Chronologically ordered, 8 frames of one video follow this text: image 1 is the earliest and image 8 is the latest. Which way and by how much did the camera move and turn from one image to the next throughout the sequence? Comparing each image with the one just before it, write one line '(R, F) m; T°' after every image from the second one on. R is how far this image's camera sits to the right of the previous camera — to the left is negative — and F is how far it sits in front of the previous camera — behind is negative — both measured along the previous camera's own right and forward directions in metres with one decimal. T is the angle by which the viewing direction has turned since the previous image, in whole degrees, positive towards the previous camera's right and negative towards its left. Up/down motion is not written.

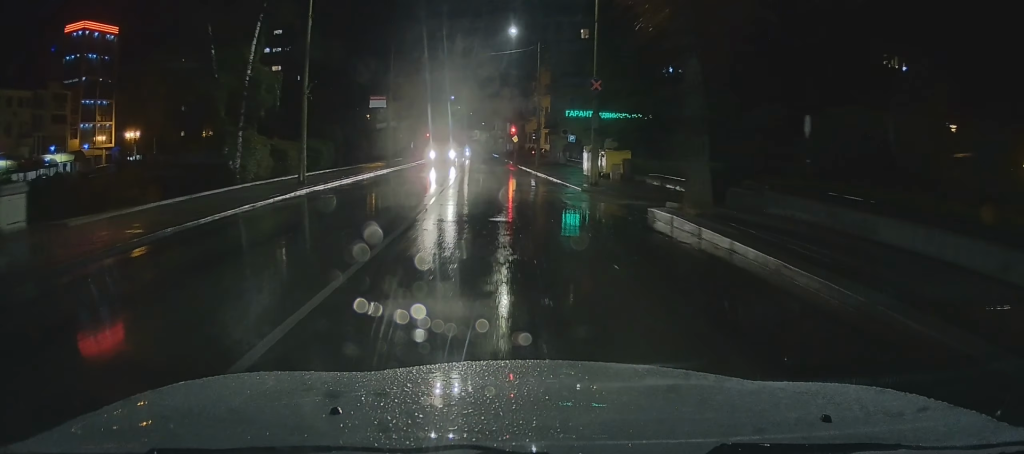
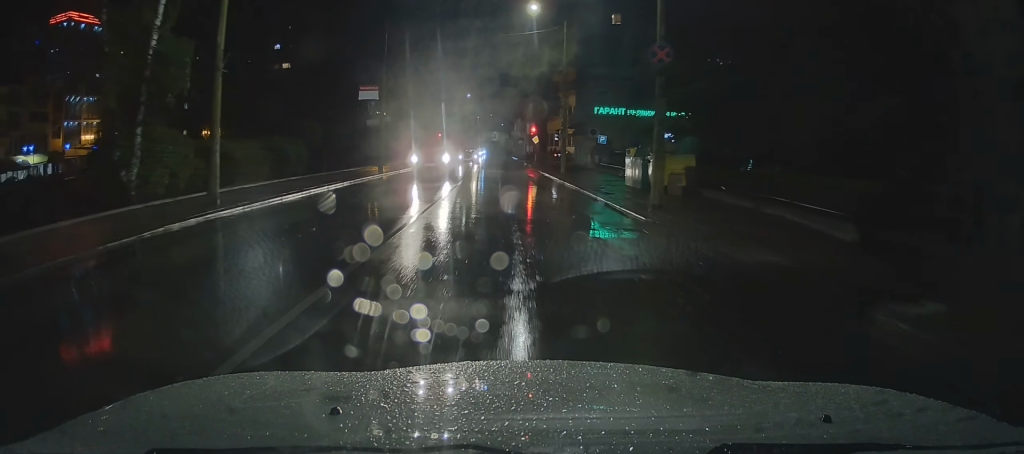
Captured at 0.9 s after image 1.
(+0.7, +8.4) m; -1°
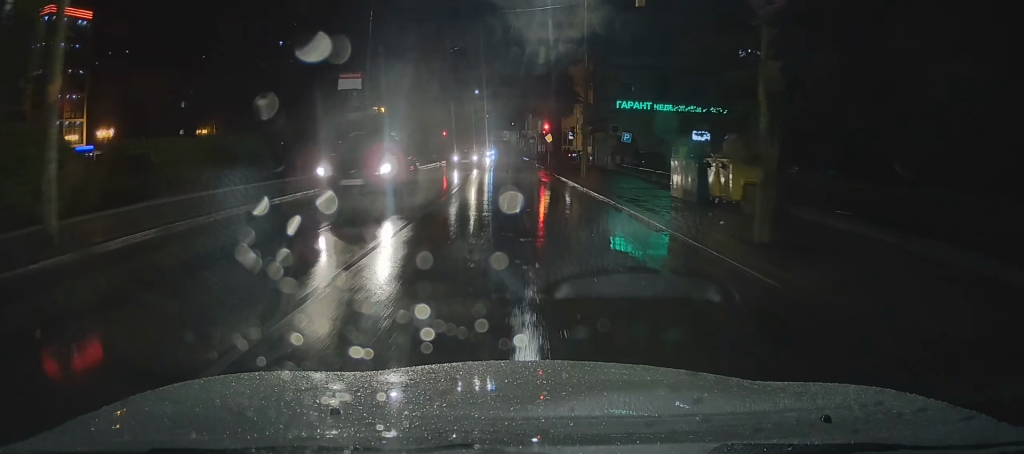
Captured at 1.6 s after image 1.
(-0.5, +6.5) m; -1°
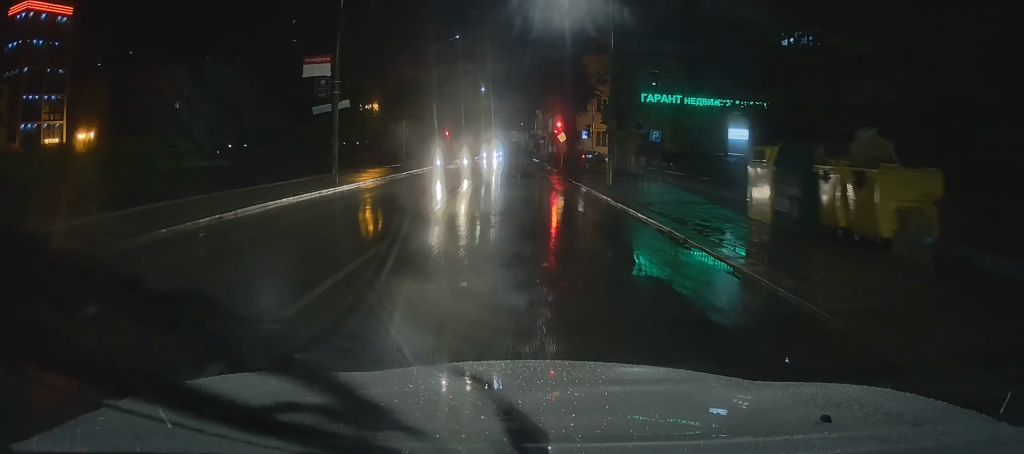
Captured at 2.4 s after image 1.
(0.0, +6.5) m; 0°
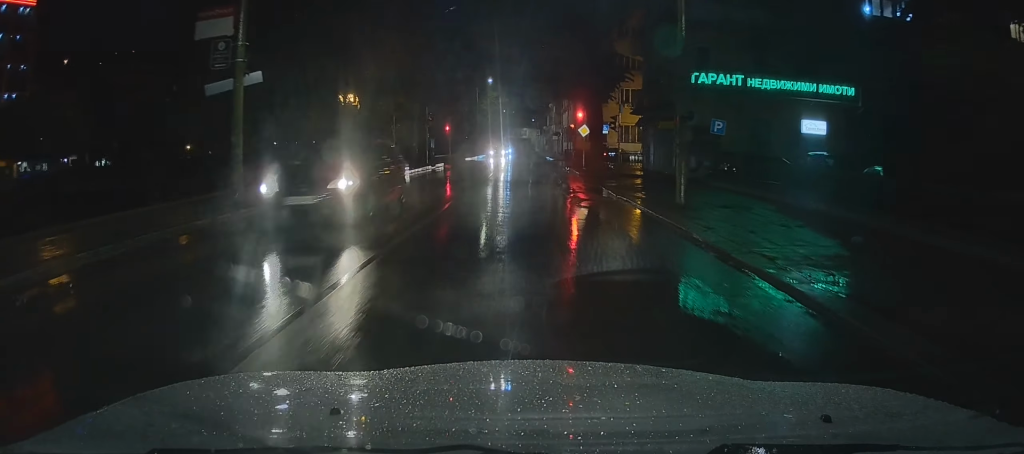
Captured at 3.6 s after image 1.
(+0.2, +9.9) m; -4°
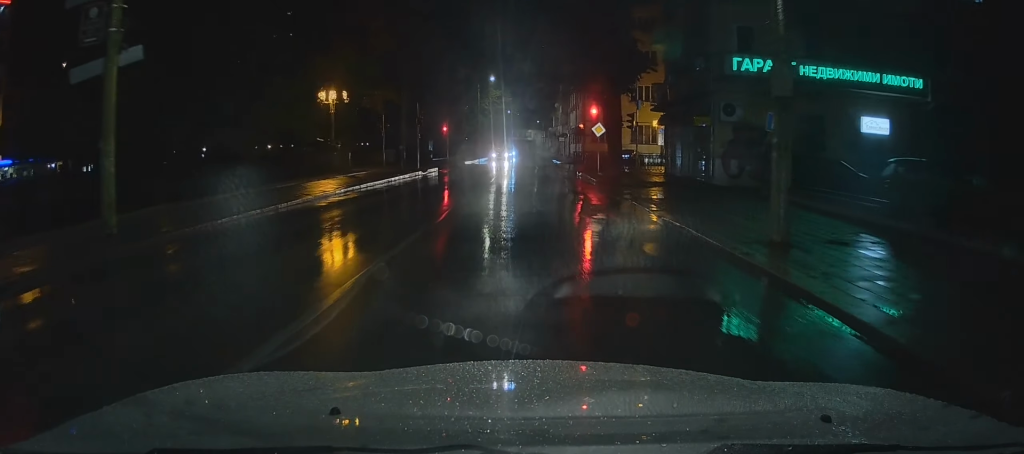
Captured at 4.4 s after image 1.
(-0.3, +5.6) m; -10°
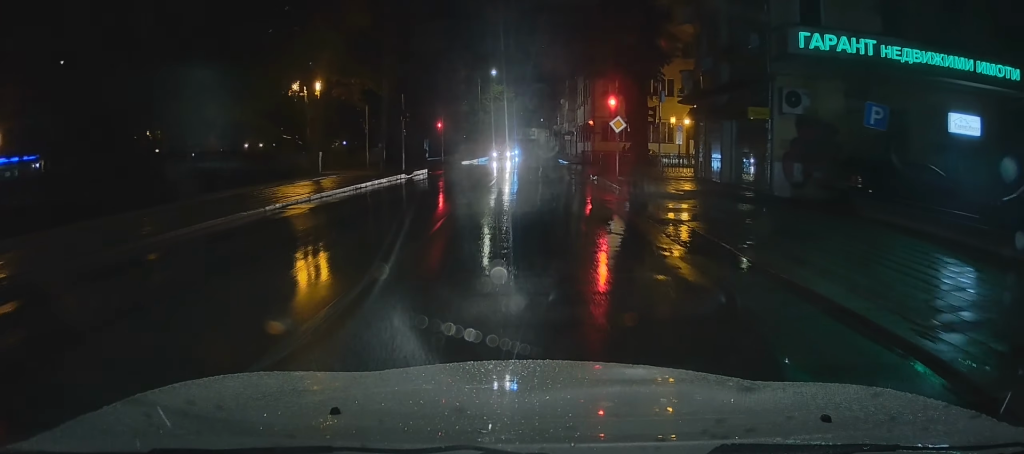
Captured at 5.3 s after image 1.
(-0.5, +5.7) m; -13°
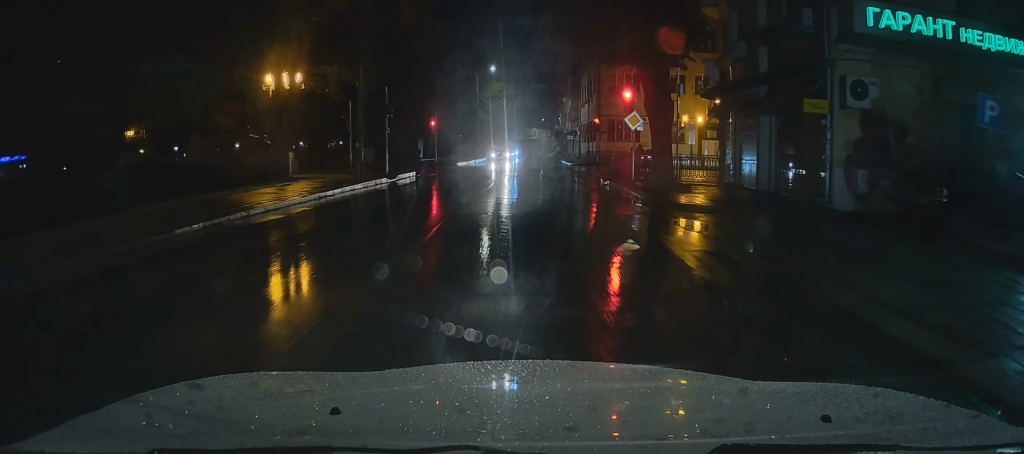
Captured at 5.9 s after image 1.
(-0.6, +3.8) m; -7°
